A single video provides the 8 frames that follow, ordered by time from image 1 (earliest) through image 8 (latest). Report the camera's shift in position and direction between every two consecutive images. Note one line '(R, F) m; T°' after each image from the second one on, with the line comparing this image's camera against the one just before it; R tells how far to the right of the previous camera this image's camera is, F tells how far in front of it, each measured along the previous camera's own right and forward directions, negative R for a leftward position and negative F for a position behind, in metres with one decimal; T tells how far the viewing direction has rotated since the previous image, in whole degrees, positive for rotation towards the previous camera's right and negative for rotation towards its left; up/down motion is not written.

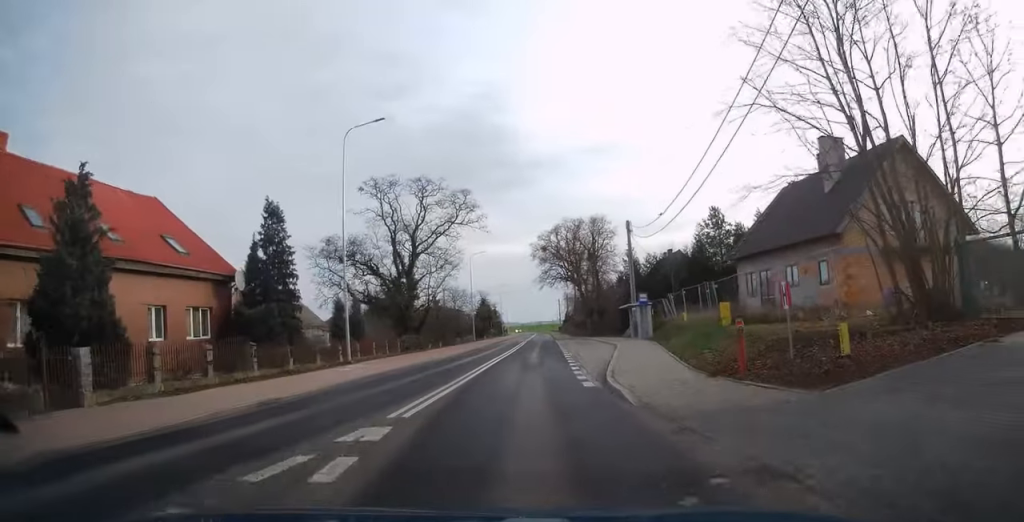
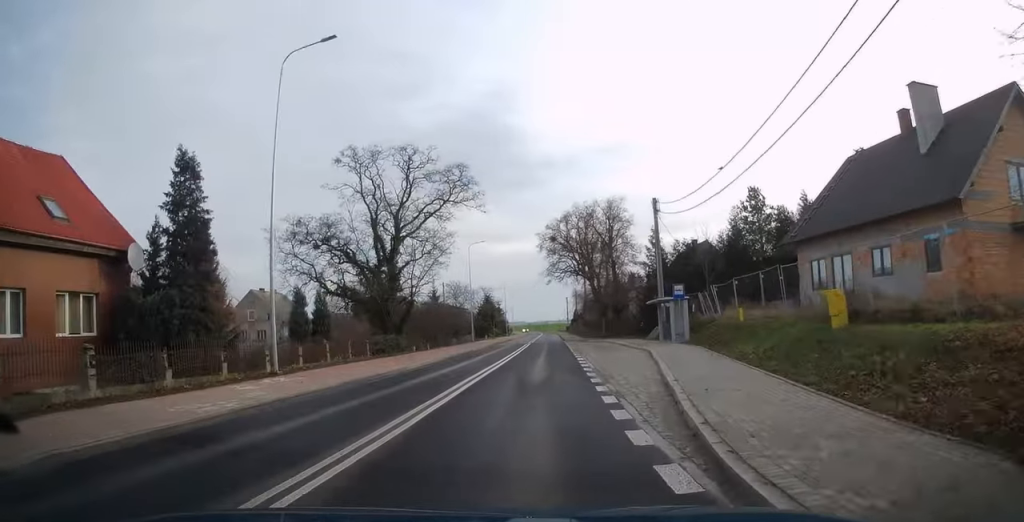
(0.0, +8.6) m; -1°
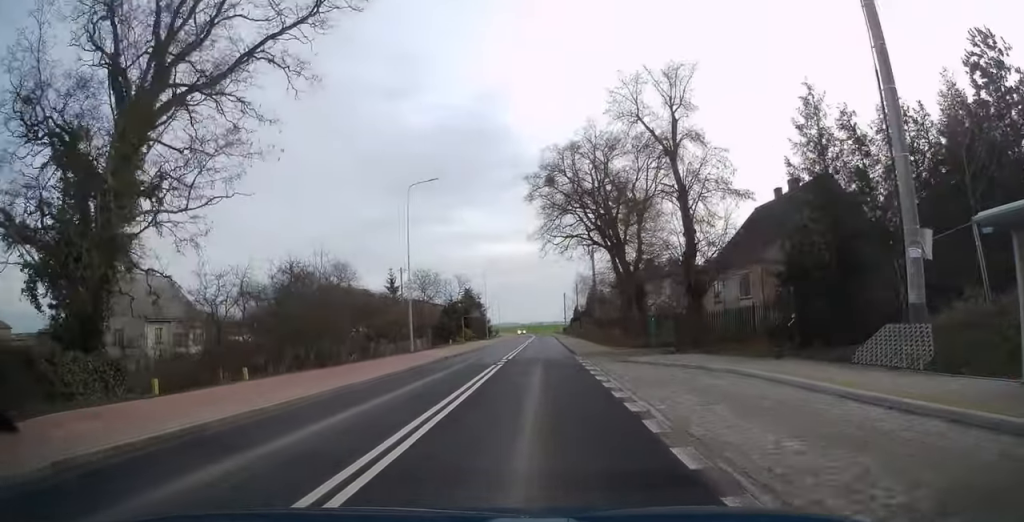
(-0.8, +28.9) m; -2°
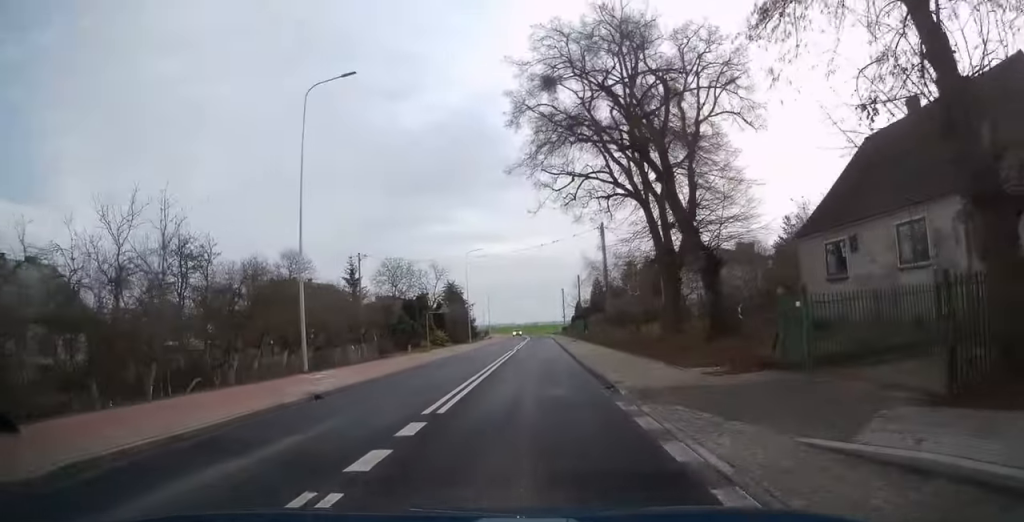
(+0.2, +17.5) m; +1°
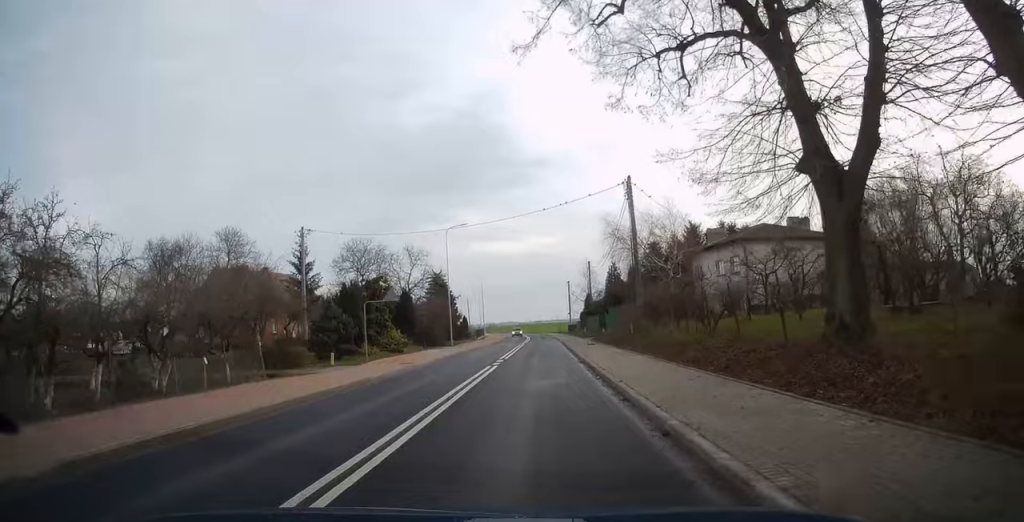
(+0.1, +16.7) m; 0°
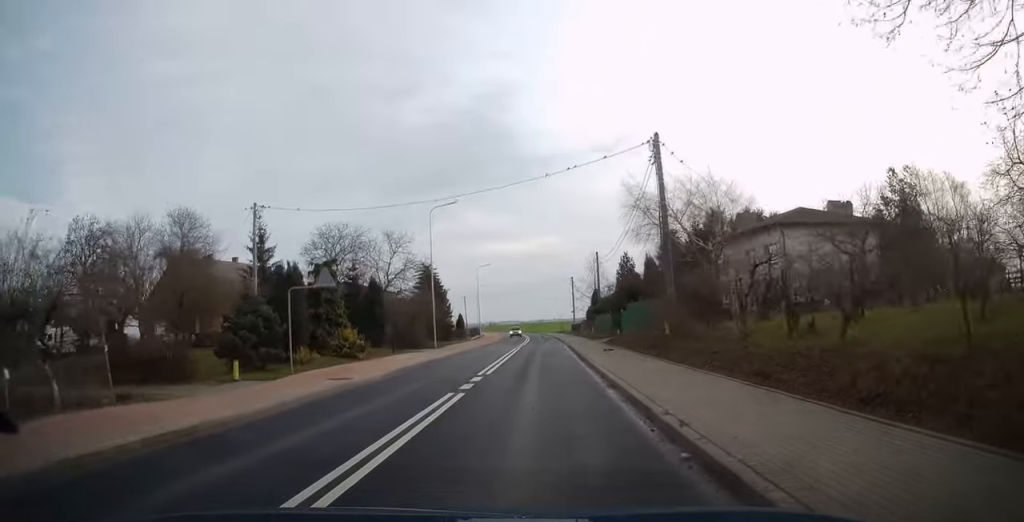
(-0.3, +9.2) m; 0°
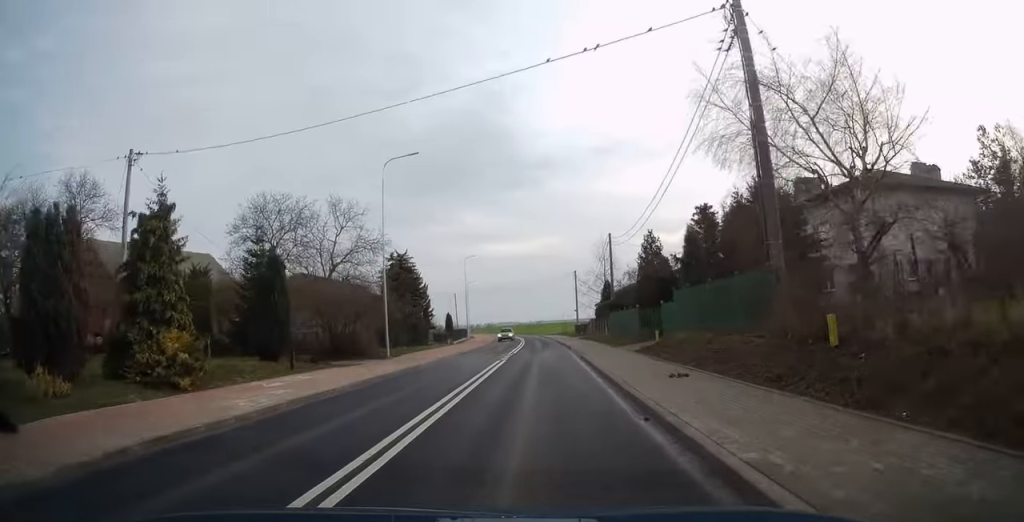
(+0.4, +14.3) m; 0°
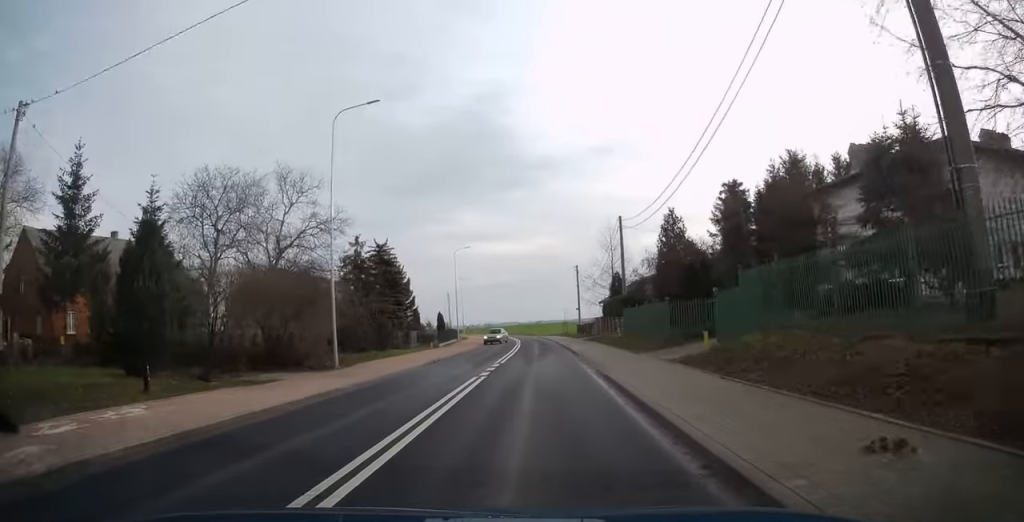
(-0.1, +8.3) m; -1°
